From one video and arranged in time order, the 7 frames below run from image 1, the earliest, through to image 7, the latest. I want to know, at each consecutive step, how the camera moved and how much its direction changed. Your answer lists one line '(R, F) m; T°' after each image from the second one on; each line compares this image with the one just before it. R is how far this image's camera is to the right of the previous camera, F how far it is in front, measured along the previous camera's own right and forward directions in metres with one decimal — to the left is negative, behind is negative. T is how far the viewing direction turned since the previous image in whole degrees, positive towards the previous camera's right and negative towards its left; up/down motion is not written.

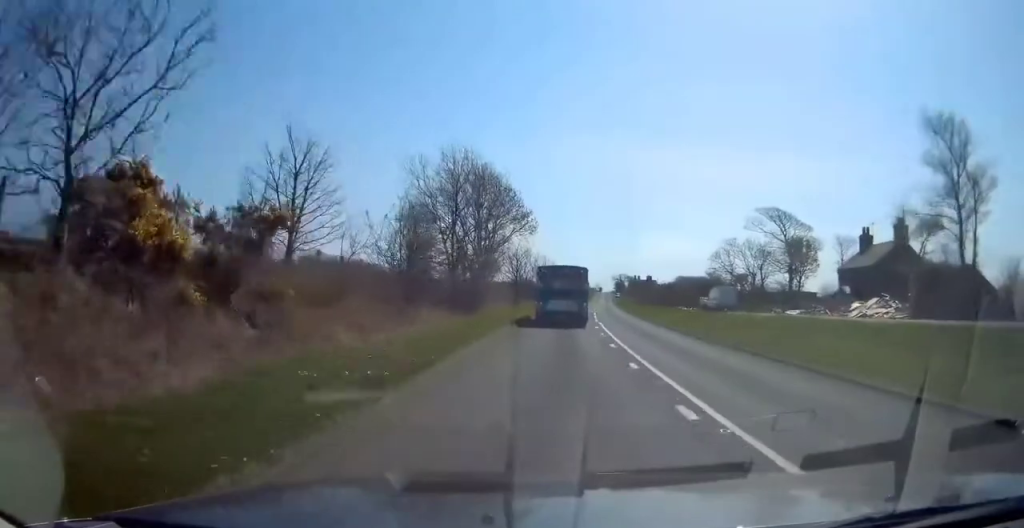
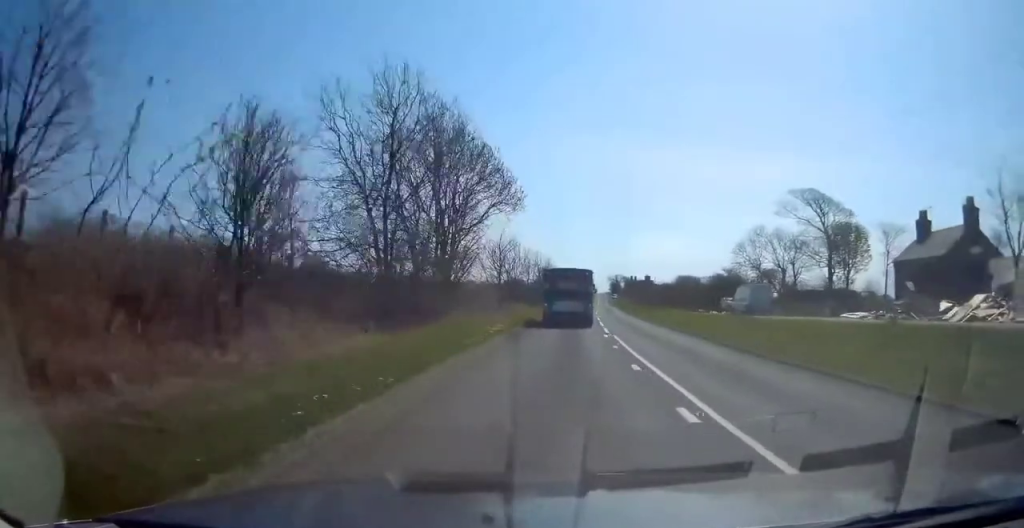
(0.0, +13.0) m; 0°
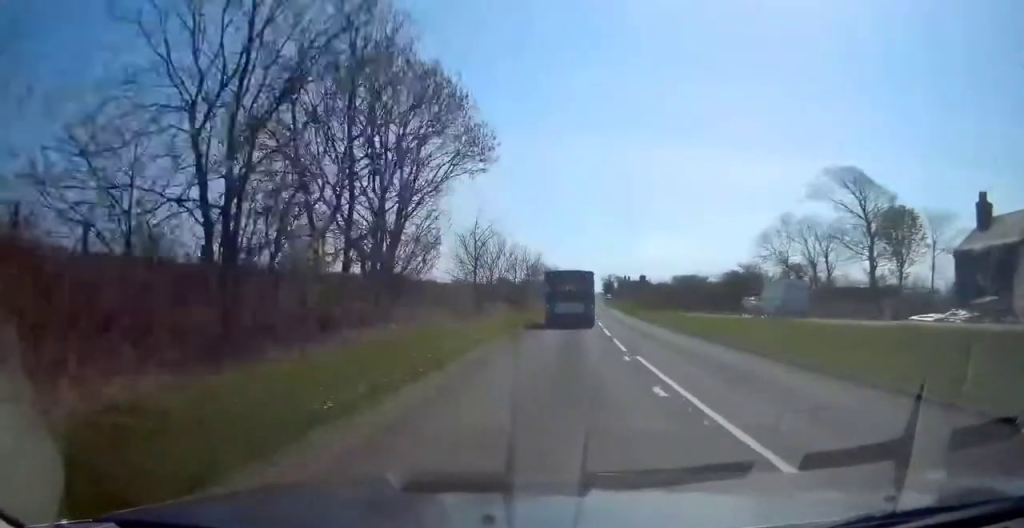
(0.0, +10.2) m; 0°
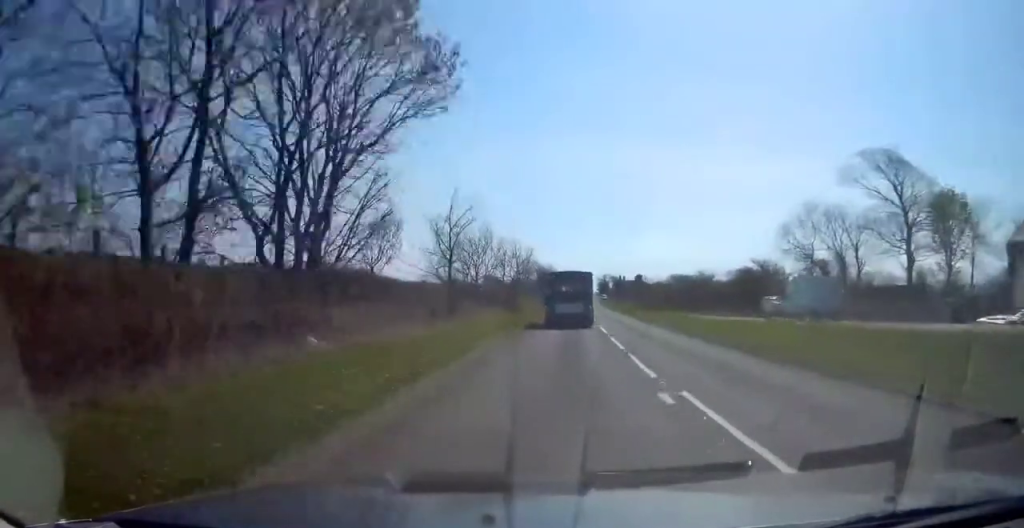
(0.0, +6.7) m; 0°
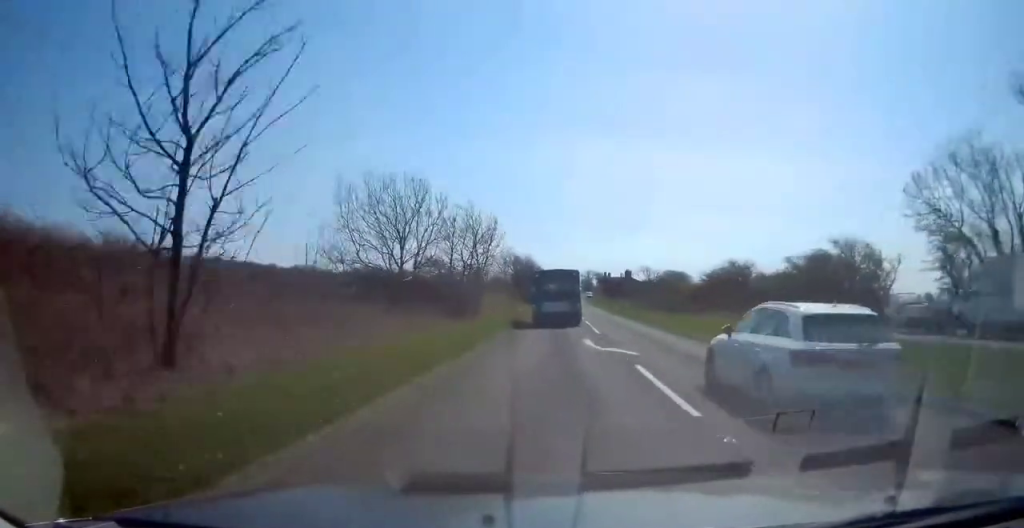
(0.0, +20.1) m; 0°
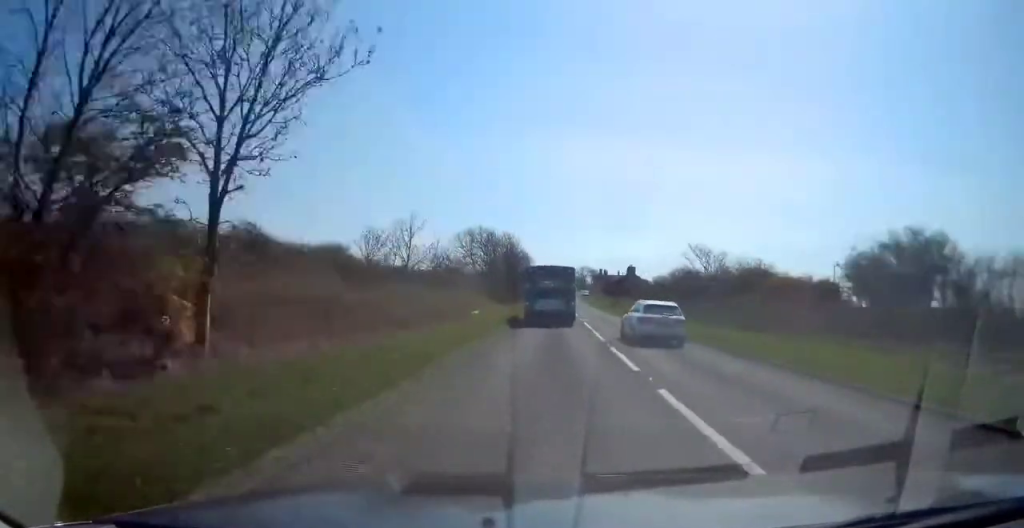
(0.0, +28.5) m; 0°
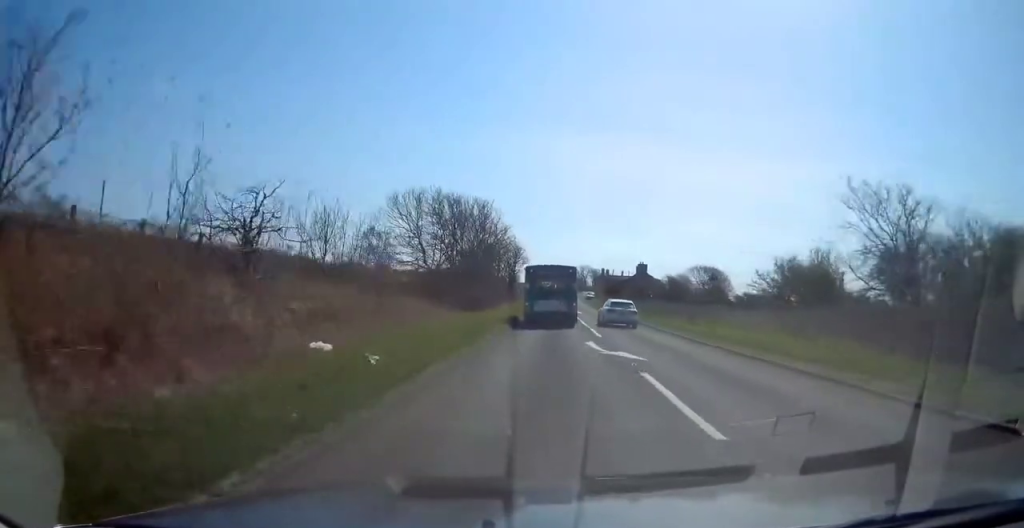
(0.0, +23.3) m; +1°
